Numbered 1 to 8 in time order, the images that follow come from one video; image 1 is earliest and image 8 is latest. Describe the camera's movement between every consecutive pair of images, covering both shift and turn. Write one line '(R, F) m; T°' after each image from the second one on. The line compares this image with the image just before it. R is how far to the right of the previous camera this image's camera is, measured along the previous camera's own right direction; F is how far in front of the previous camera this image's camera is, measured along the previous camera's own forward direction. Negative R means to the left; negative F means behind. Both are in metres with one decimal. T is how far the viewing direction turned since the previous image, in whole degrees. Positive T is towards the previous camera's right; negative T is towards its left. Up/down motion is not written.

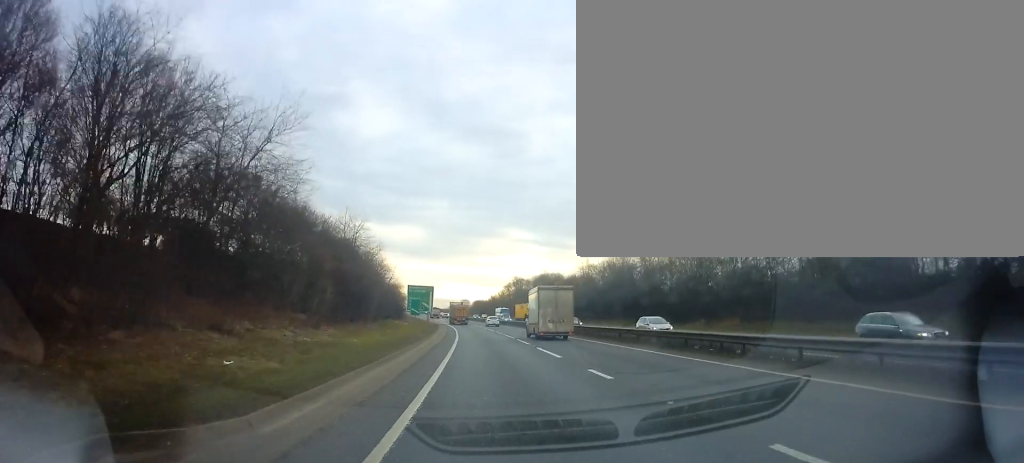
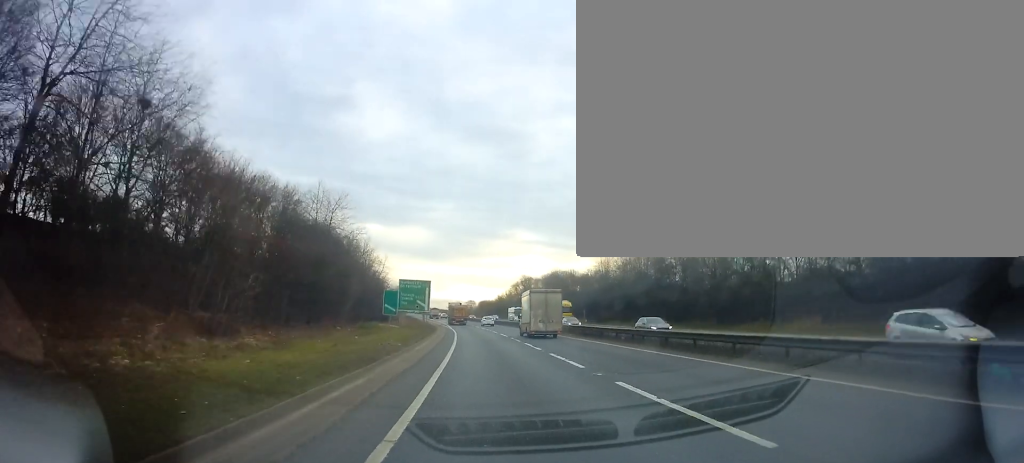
(-0.4, +13.8) m; -1°
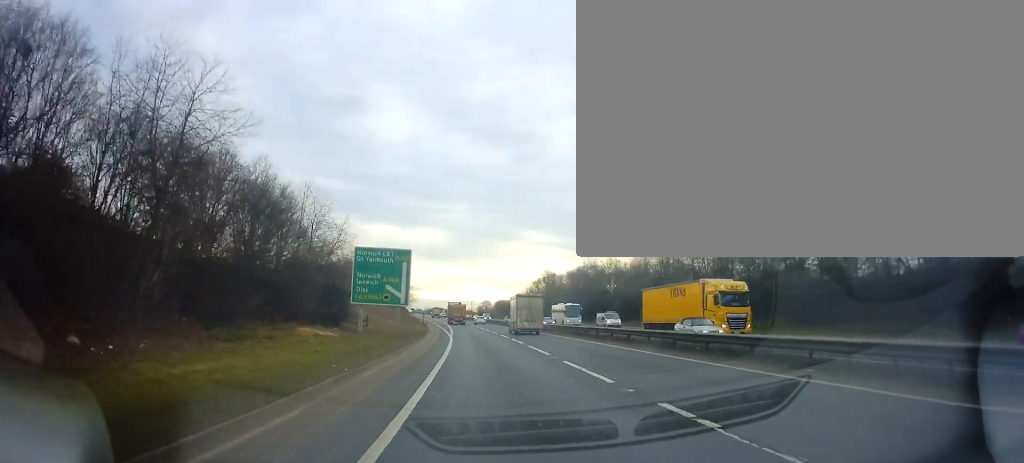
(0.0, +30.1) m; -2°
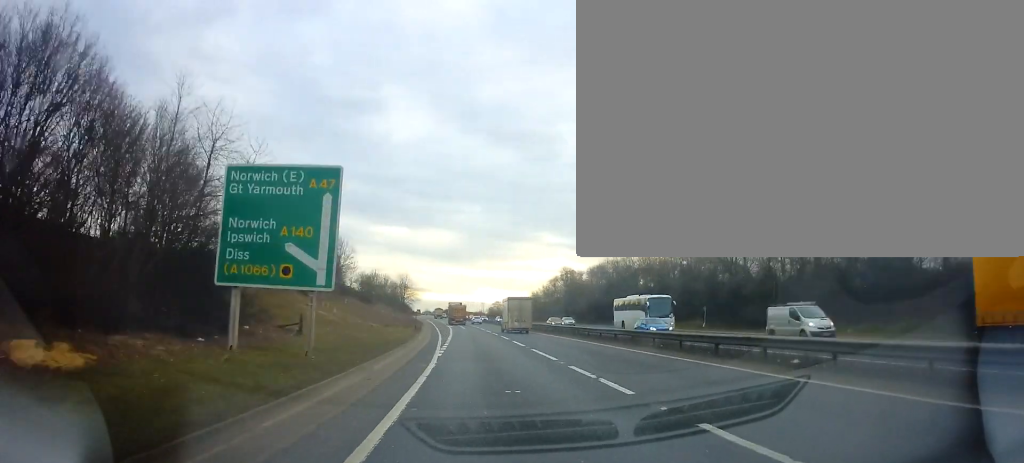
(-0.6, +20.3) m; -2°
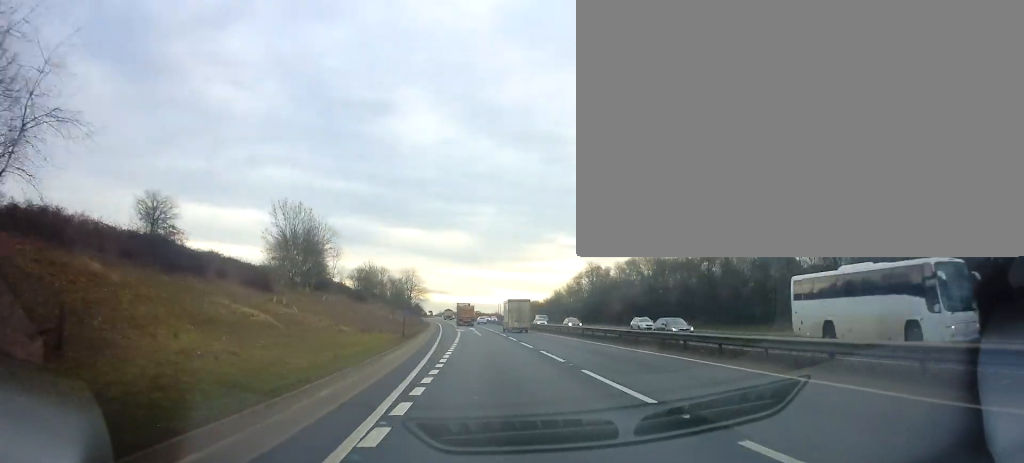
(0.0, +18.6) m; -1°
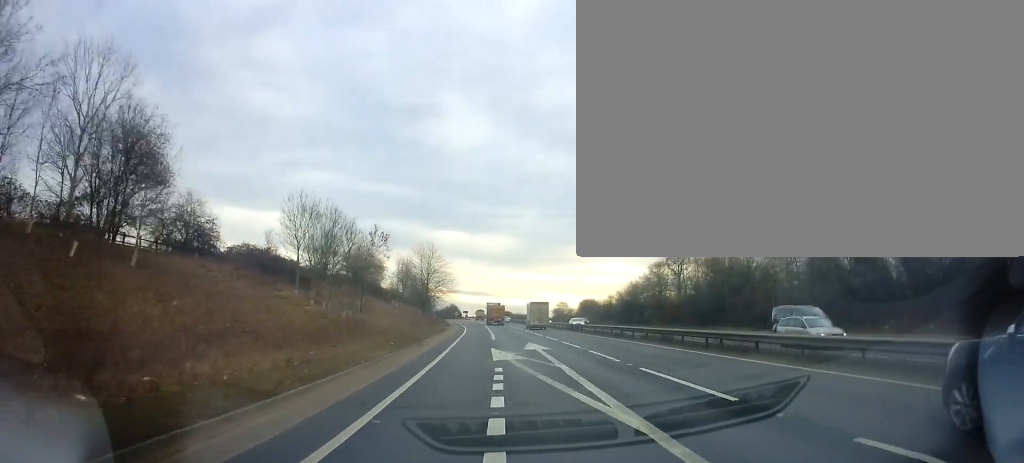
(-1.0, +45.0) m; -2°
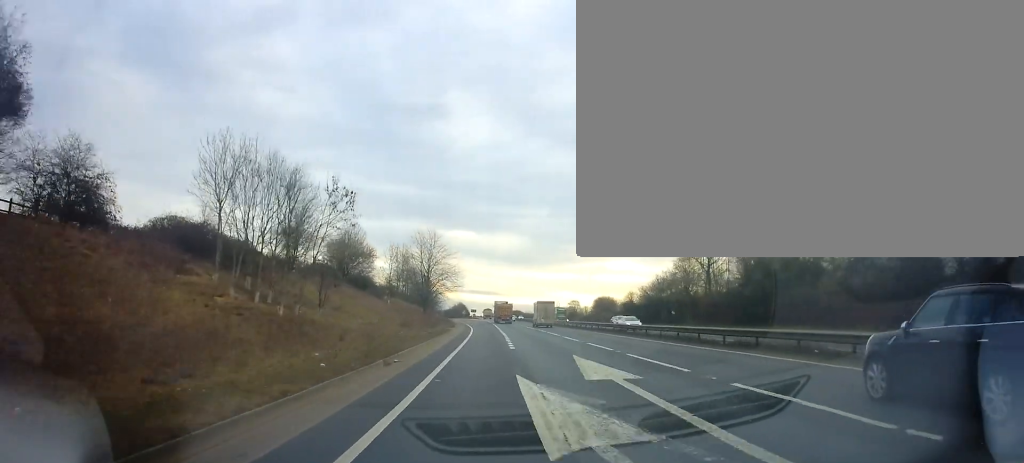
(-0.1, +12.9) m; 0°
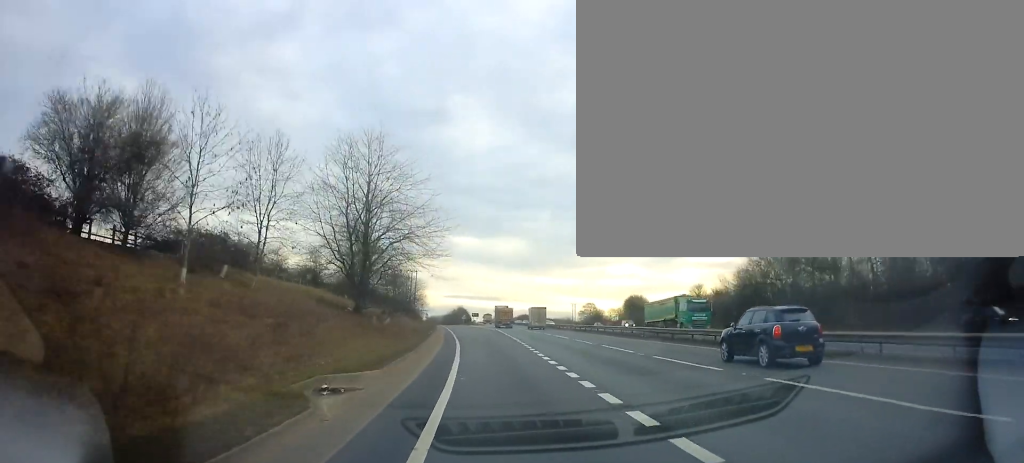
(-0.1, +44.5) m; 0°
